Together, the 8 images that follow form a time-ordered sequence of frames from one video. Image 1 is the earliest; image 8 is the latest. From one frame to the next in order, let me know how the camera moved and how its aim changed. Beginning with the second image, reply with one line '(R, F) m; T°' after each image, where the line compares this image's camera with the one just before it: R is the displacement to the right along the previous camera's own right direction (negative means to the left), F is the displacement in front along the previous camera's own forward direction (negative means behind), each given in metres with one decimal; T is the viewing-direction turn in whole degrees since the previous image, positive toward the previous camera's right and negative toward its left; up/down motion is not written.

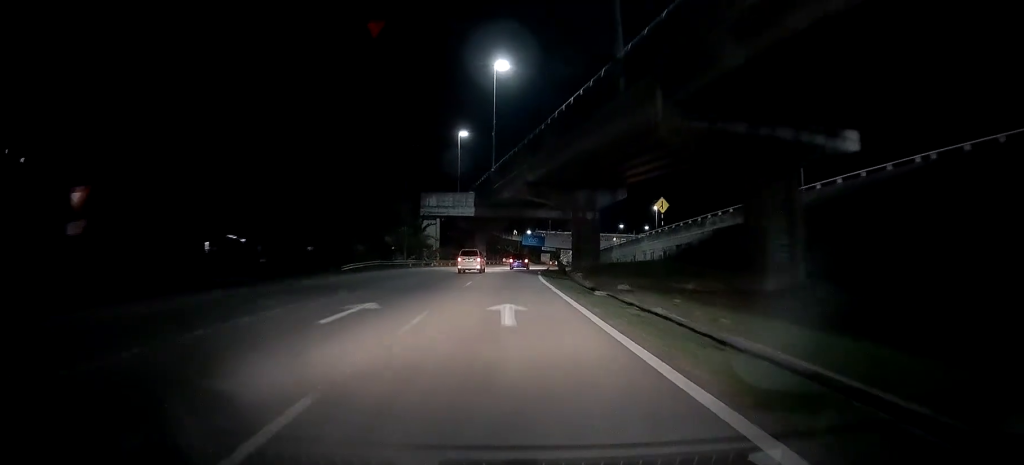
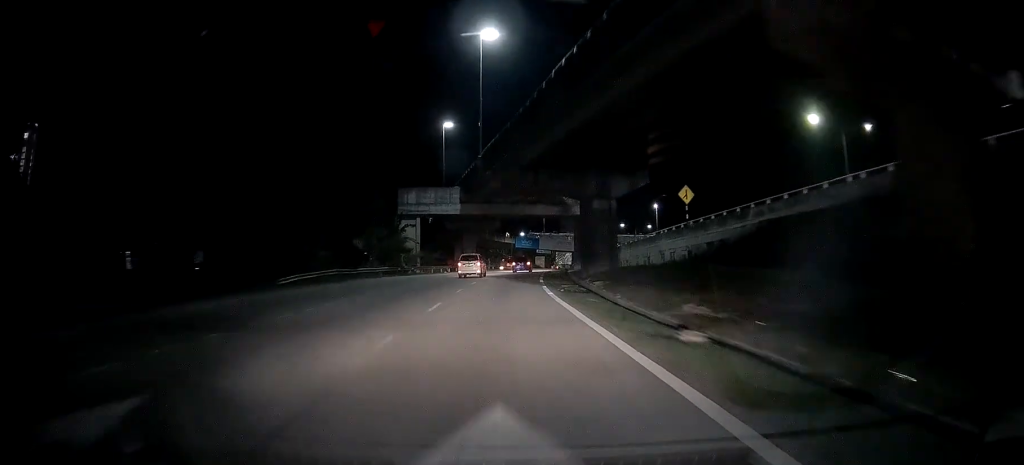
(0.0, +11.2) m; 0°
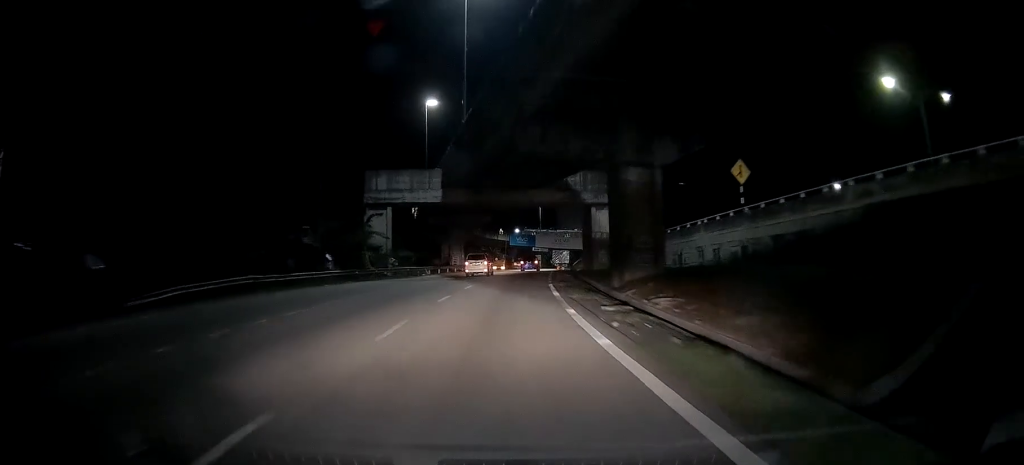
(0.0, +13.6) m; 0°
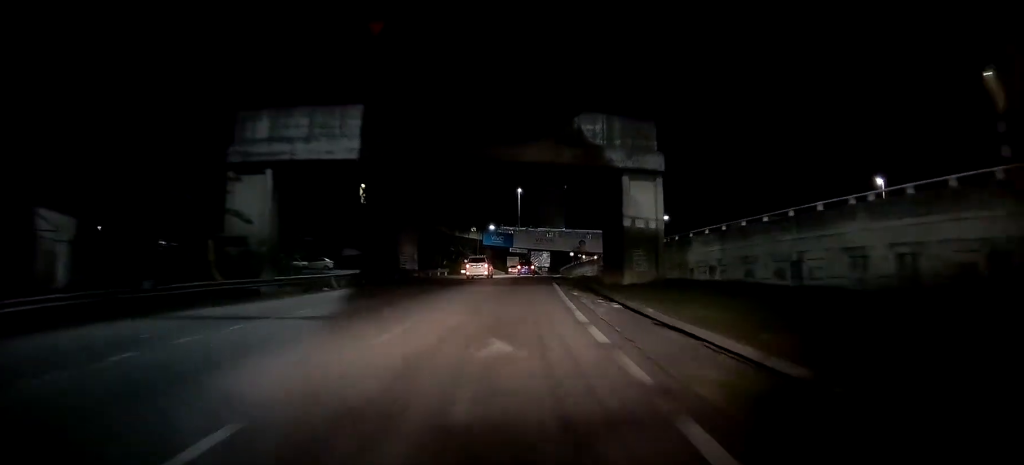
(+0.2, +24.4) m; +1°
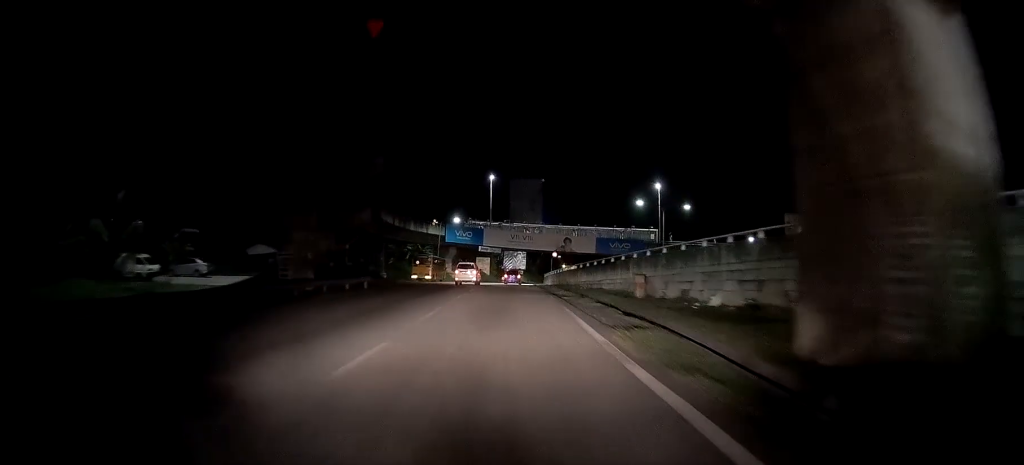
(+0.8, +26.5) m; +3°
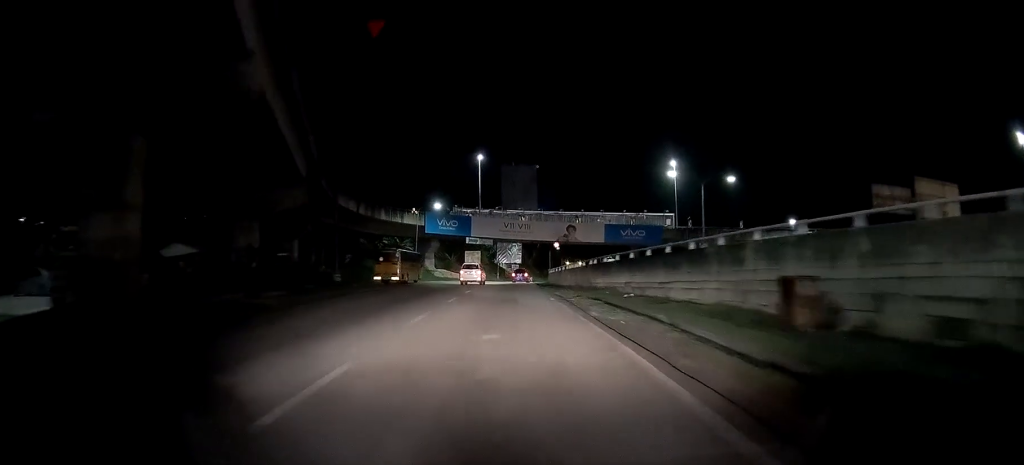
(0.0, +18.5) m; +1°
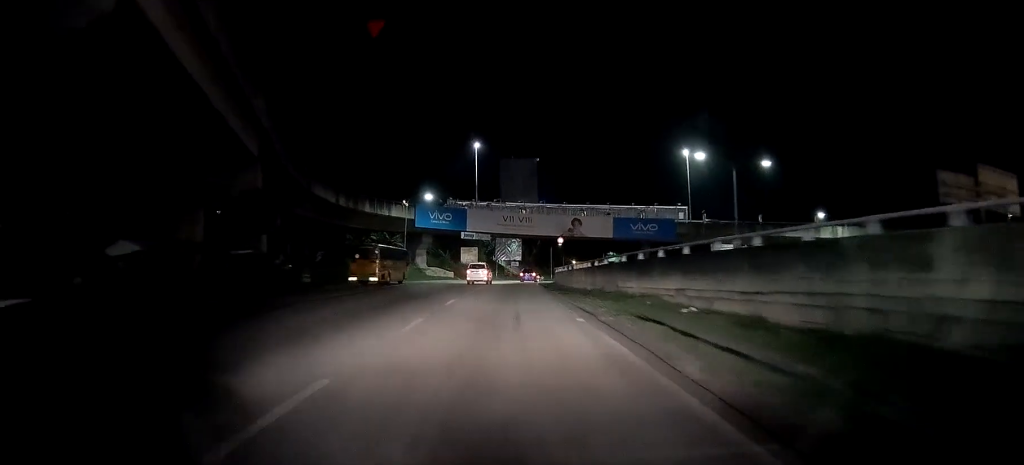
(-0.2, +8.9) m; 0°
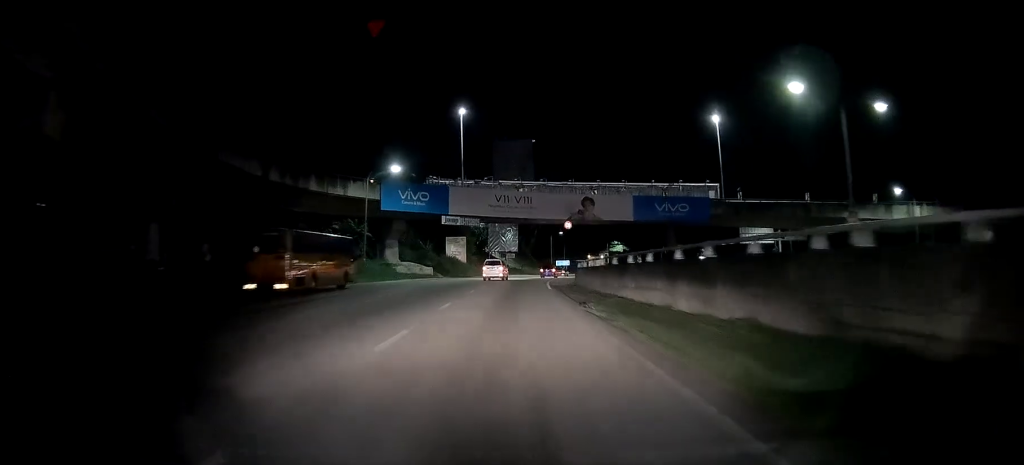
(+0.7, +18.8) m; 0°
